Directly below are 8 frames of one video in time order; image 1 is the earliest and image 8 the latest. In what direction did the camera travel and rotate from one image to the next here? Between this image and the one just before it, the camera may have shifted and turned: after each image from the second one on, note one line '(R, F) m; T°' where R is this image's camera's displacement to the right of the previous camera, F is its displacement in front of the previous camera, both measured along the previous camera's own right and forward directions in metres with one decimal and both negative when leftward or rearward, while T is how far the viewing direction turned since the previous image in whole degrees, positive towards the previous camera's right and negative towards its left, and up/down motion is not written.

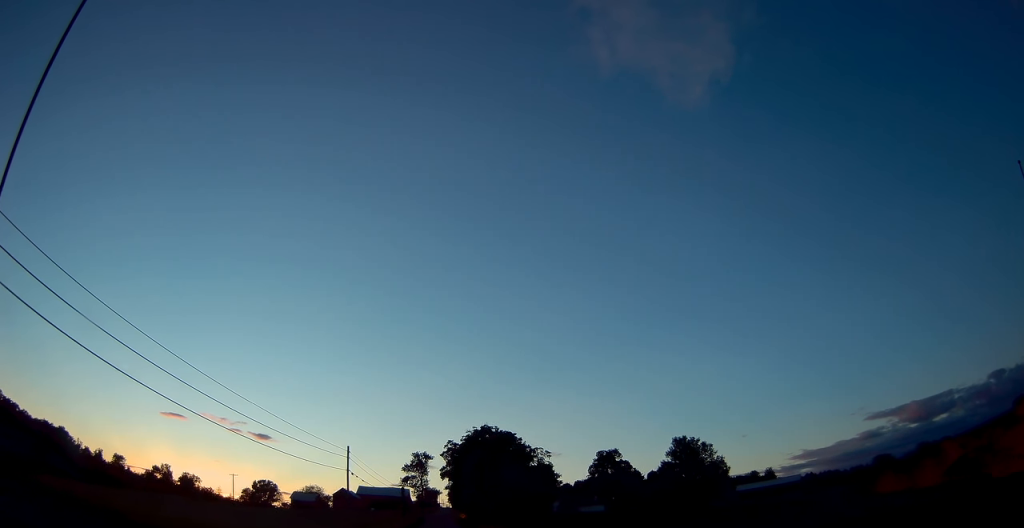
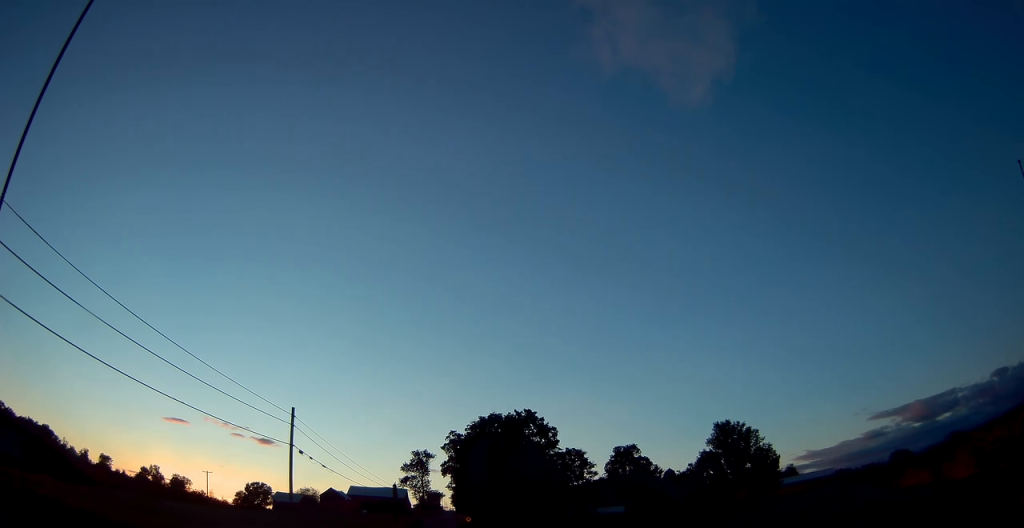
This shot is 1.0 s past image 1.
(-0.1, +17.3) m; 0°
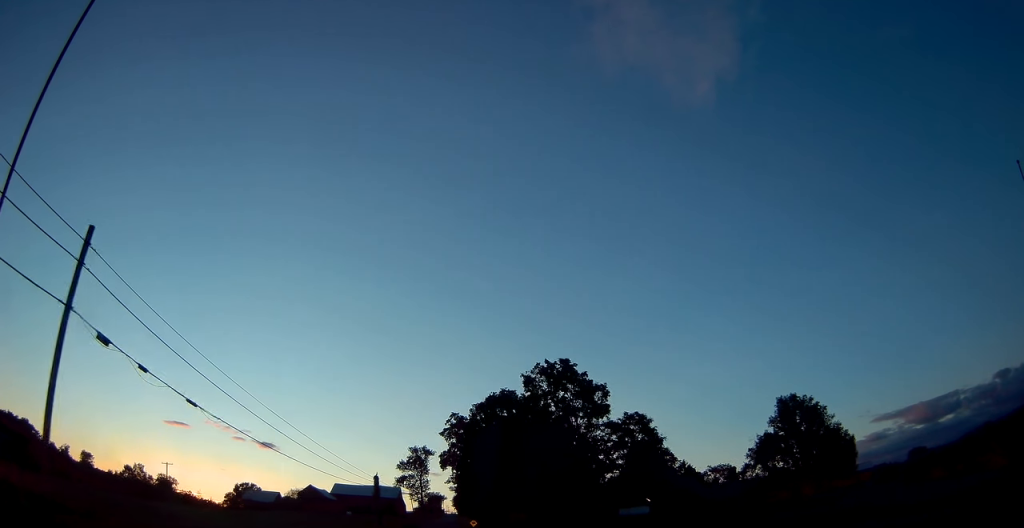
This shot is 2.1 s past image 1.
(+0.1, +19.6) m; 0°
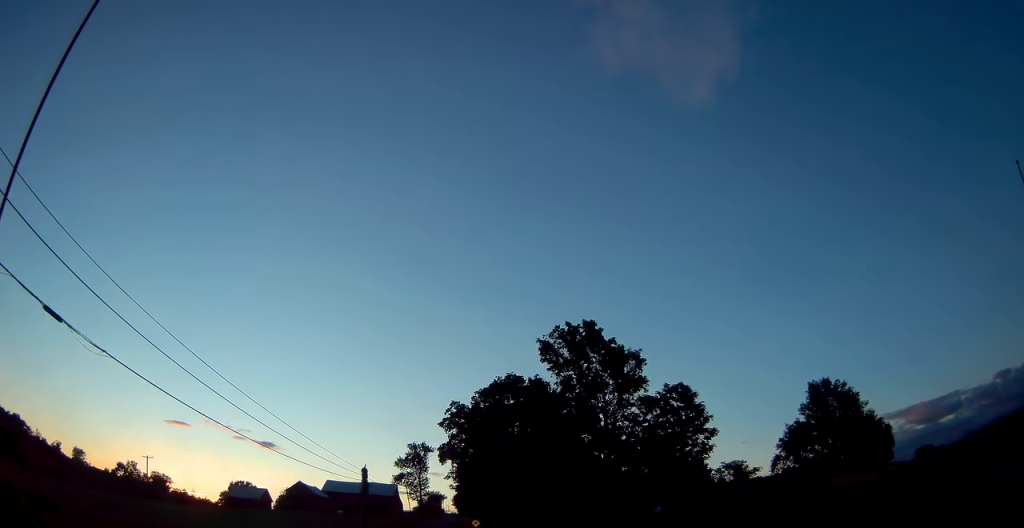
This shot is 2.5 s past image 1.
(0.0, +7.7) m; 0°
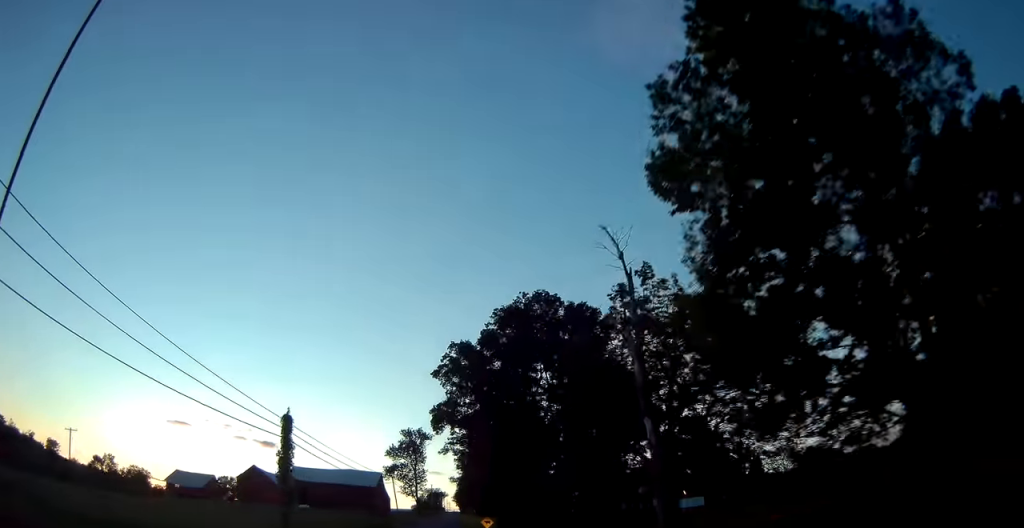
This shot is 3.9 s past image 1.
(-0.2, +23.9) m; -1°
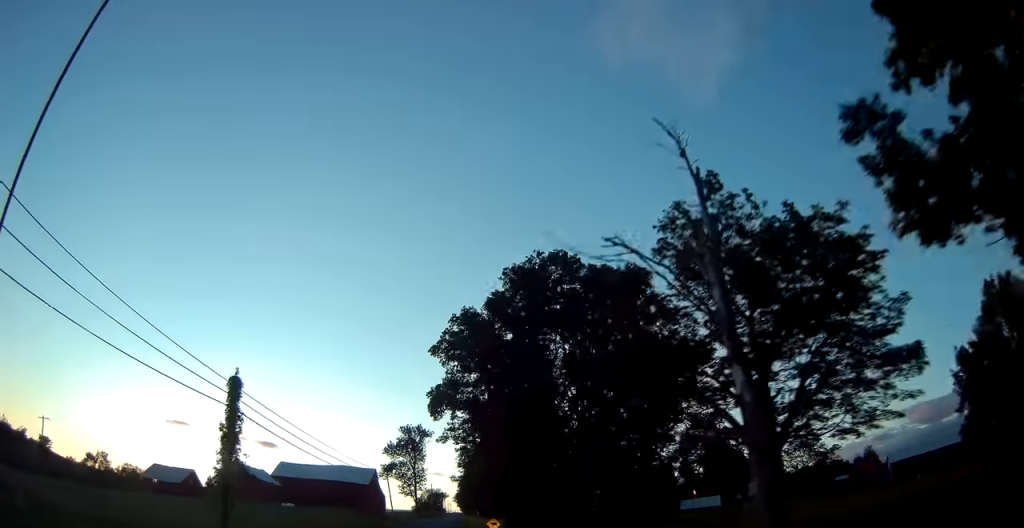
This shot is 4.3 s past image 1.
(-0.1, +6.9) m; 0°
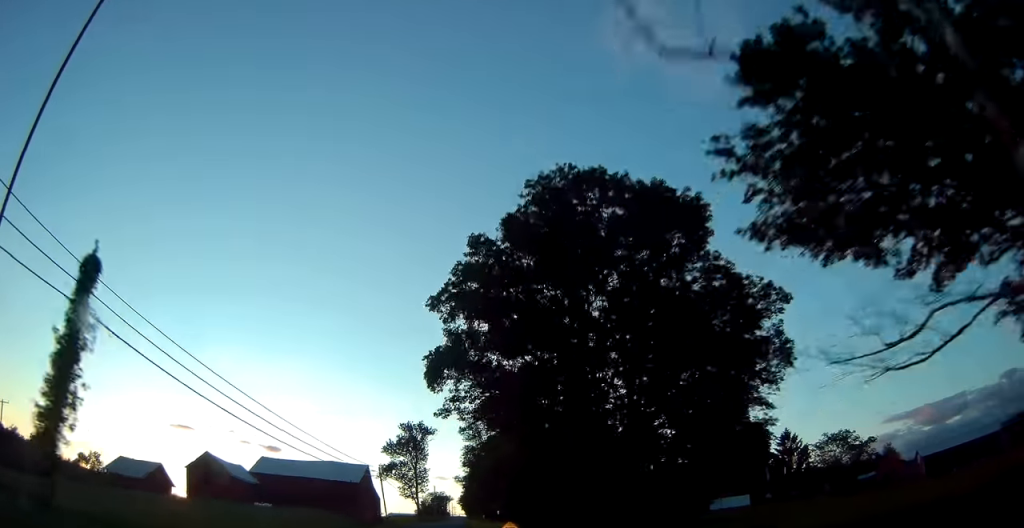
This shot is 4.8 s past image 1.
(0.0, +9.7) m; 0°
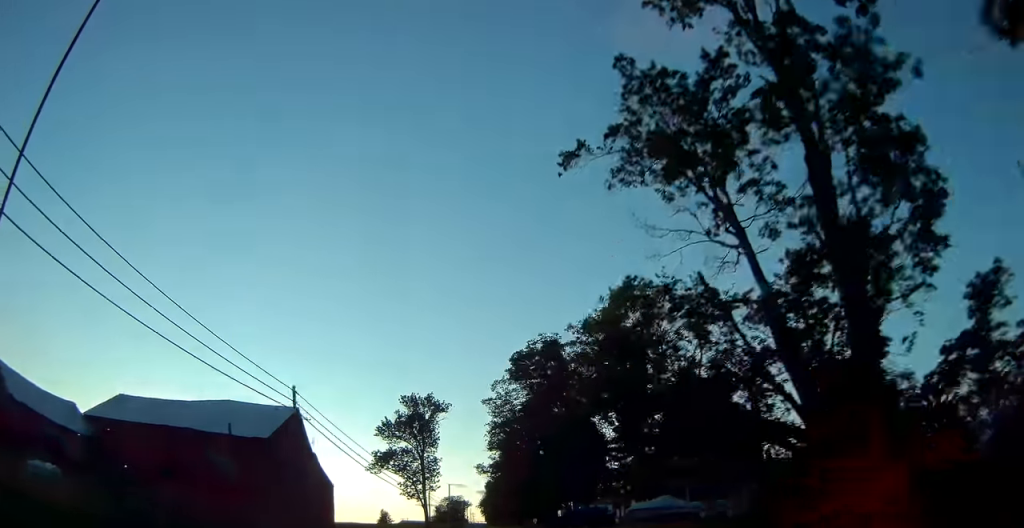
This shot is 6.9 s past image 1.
(-0.3, +35.0) m; -1°
